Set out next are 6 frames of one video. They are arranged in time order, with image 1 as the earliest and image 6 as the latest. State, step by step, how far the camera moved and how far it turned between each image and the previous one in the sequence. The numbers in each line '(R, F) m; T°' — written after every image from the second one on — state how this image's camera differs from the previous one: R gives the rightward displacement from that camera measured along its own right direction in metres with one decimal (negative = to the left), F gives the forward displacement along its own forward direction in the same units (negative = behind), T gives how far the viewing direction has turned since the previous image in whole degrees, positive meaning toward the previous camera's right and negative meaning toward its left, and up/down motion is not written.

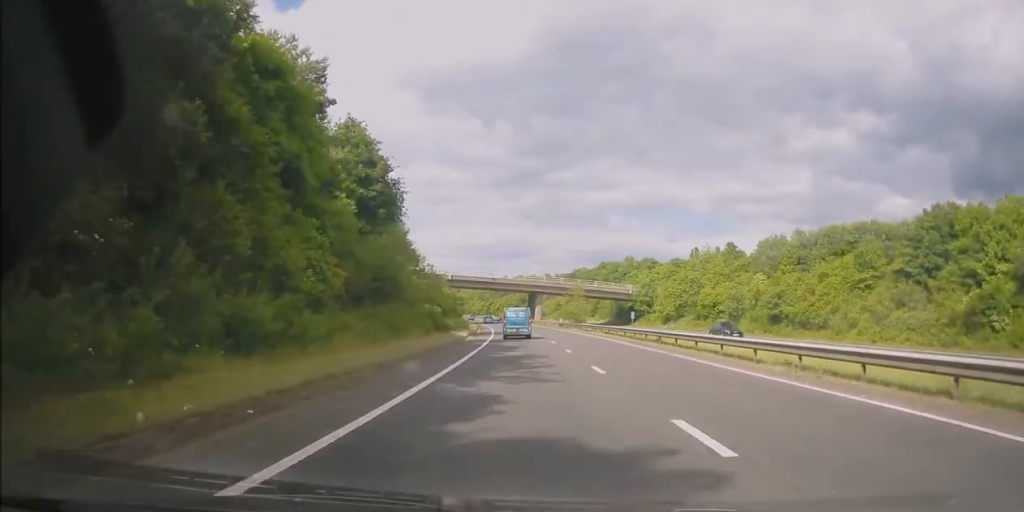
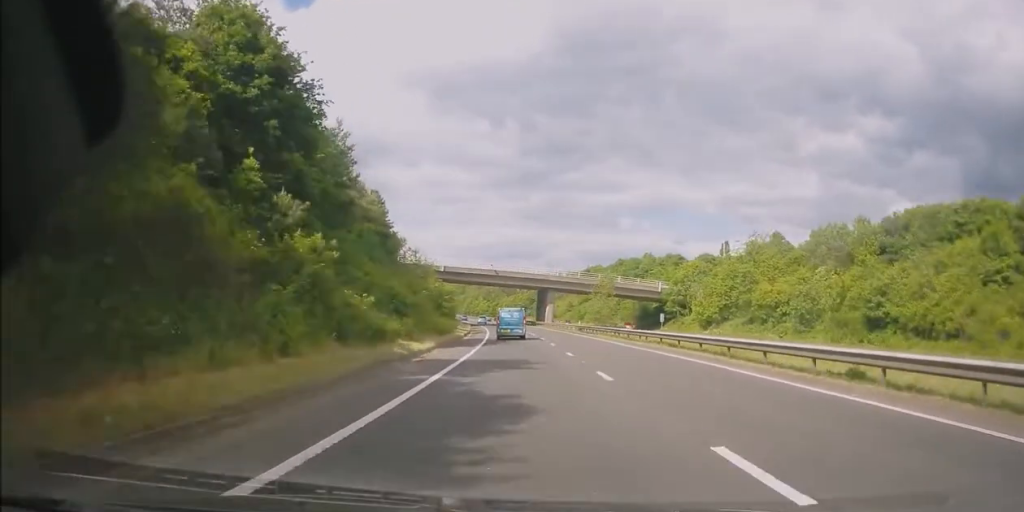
(-0.1, +19.9) m; -1°
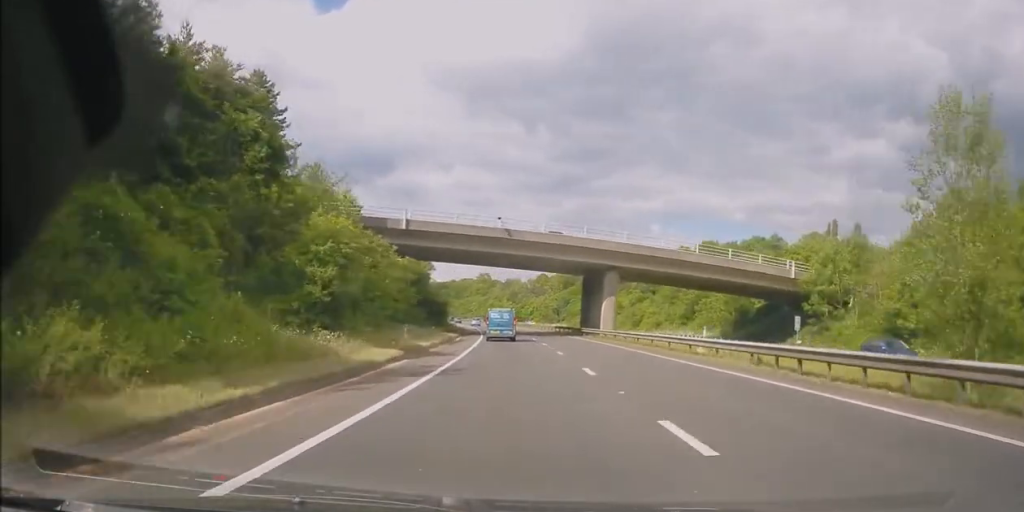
(-1.0, +44.0) m; -4°
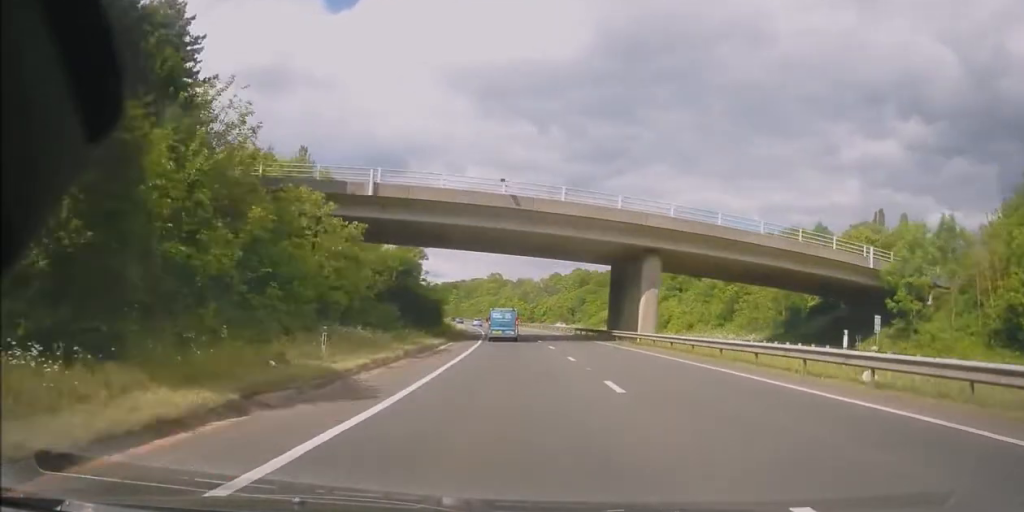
(-0.4, +13.0) m; -1°
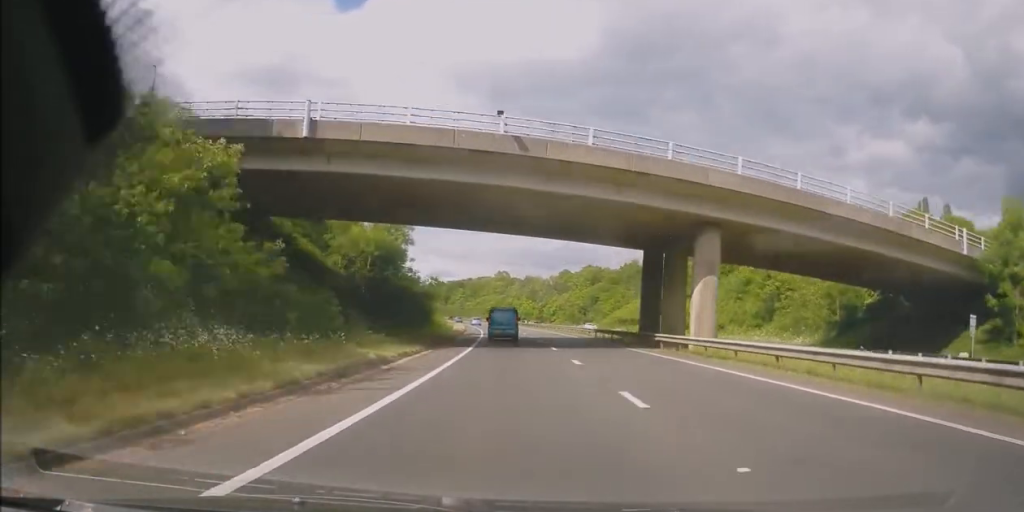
(-0.2, +11.2) m; -1°
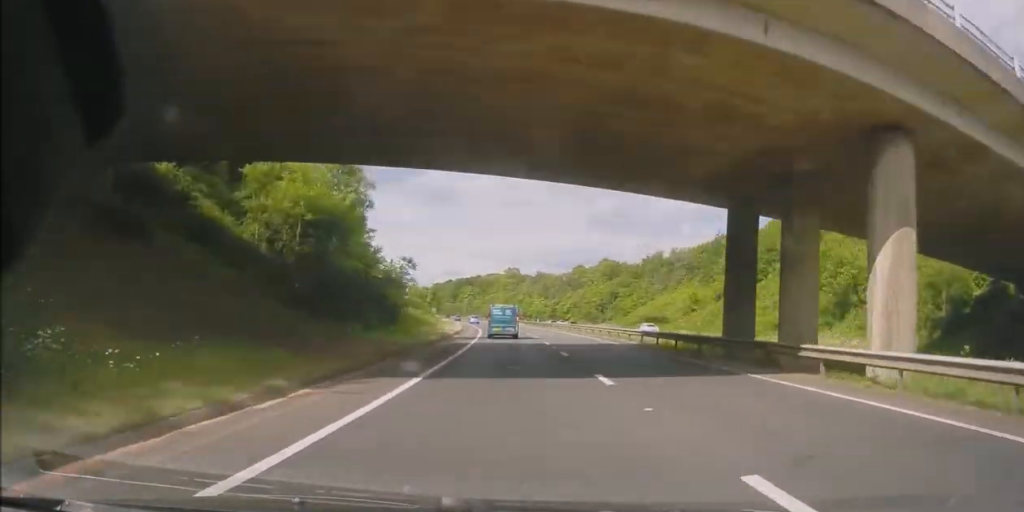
(+0.2, +15.4) m; -1°
